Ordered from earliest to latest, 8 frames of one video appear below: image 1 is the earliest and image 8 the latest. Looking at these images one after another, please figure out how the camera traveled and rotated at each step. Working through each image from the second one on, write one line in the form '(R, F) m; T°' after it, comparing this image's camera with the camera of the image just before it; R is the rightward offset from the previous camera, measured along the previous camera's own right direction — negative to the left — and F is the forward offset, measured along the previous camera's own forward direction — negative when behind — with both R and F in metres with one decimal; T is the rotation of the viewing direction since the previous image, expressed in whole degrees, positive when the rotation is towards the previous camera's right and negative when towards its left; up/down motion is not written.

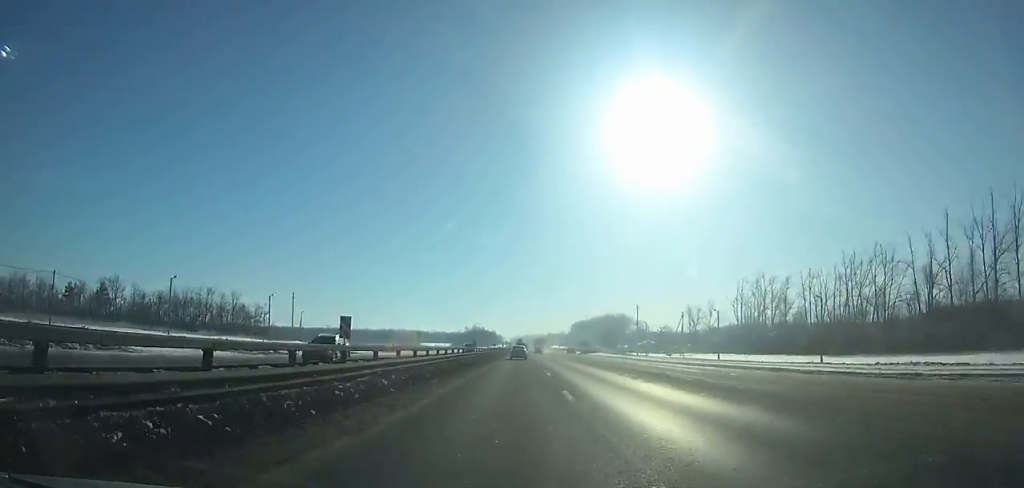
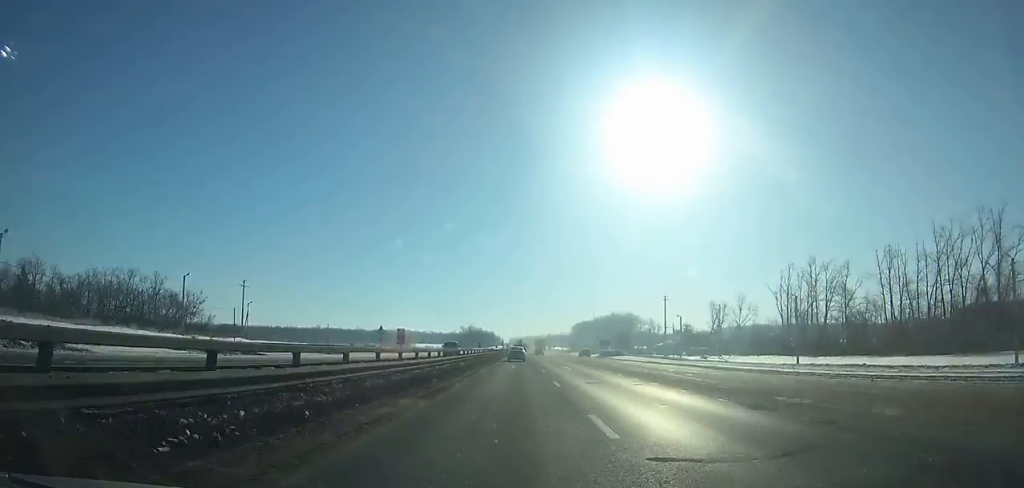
(-0.2, +30.8) m; 0°
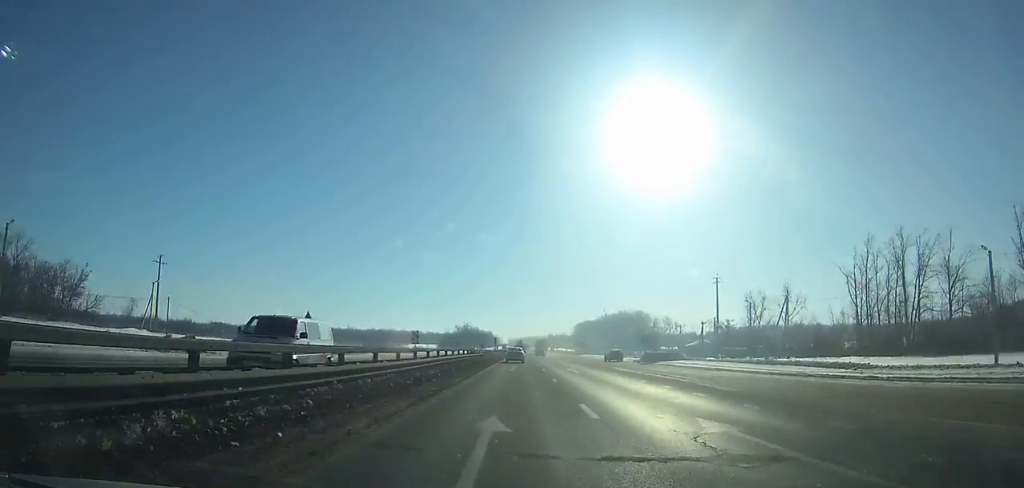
(0.0, +32.9) m; 0°
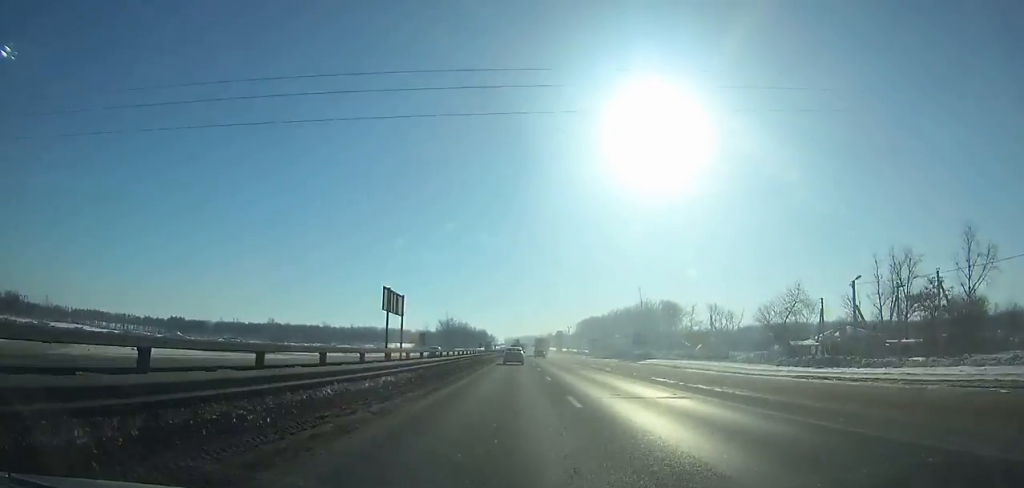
(+0.2, +69.4) m; 0°
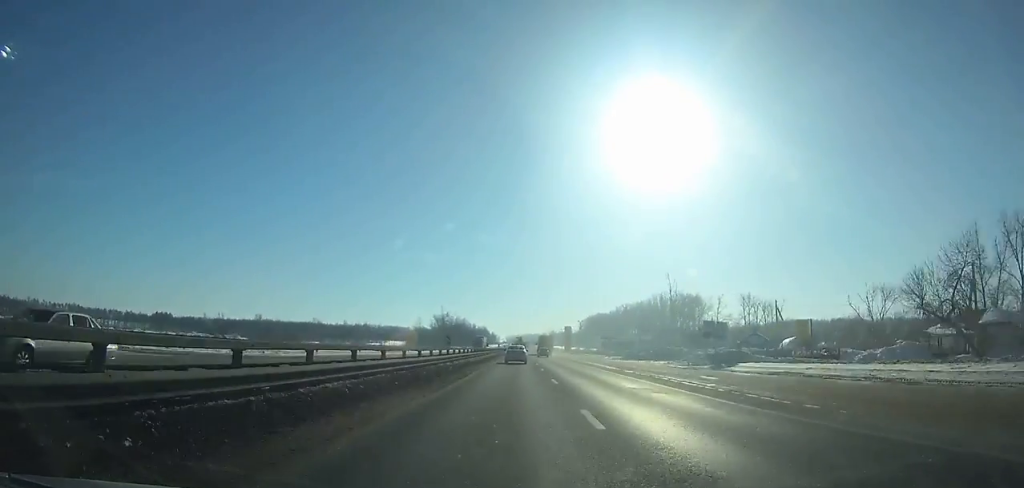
(-0.1, +27.5) m; 0°
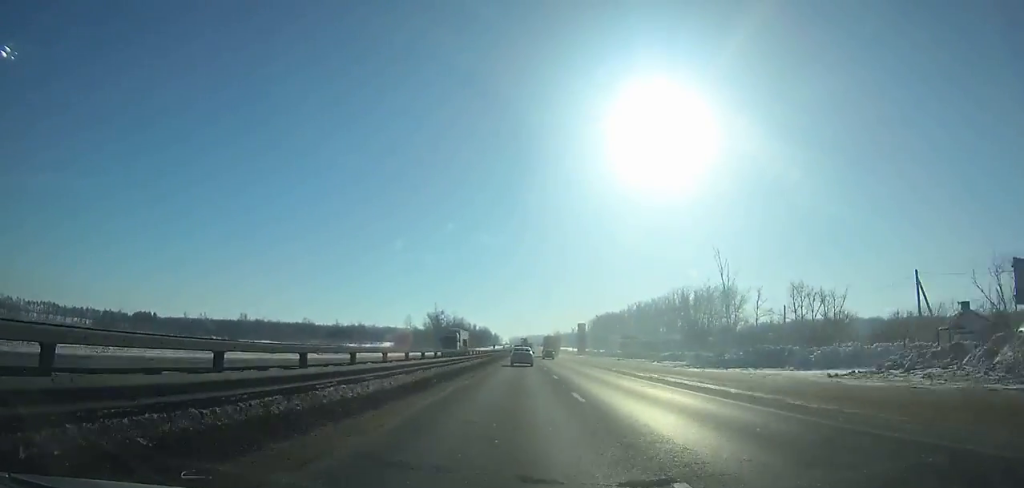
(0.0, +32.0) m; 0°
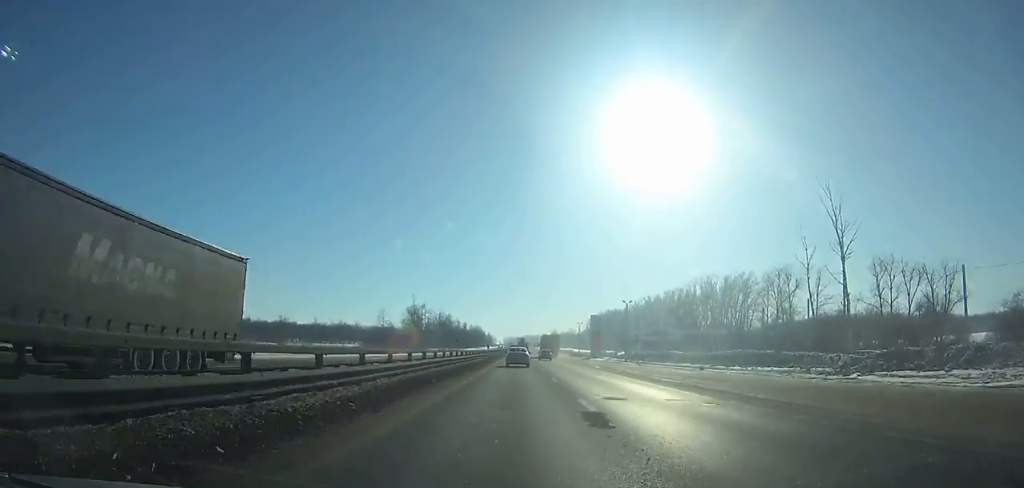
(+0.1, +38.8) m; 0°
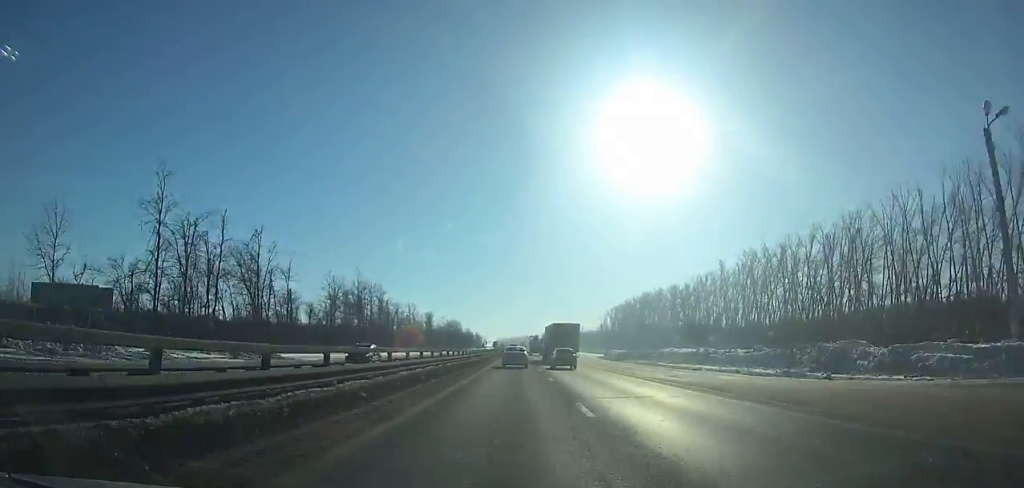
(+0.2, +145.3) m; 0°
